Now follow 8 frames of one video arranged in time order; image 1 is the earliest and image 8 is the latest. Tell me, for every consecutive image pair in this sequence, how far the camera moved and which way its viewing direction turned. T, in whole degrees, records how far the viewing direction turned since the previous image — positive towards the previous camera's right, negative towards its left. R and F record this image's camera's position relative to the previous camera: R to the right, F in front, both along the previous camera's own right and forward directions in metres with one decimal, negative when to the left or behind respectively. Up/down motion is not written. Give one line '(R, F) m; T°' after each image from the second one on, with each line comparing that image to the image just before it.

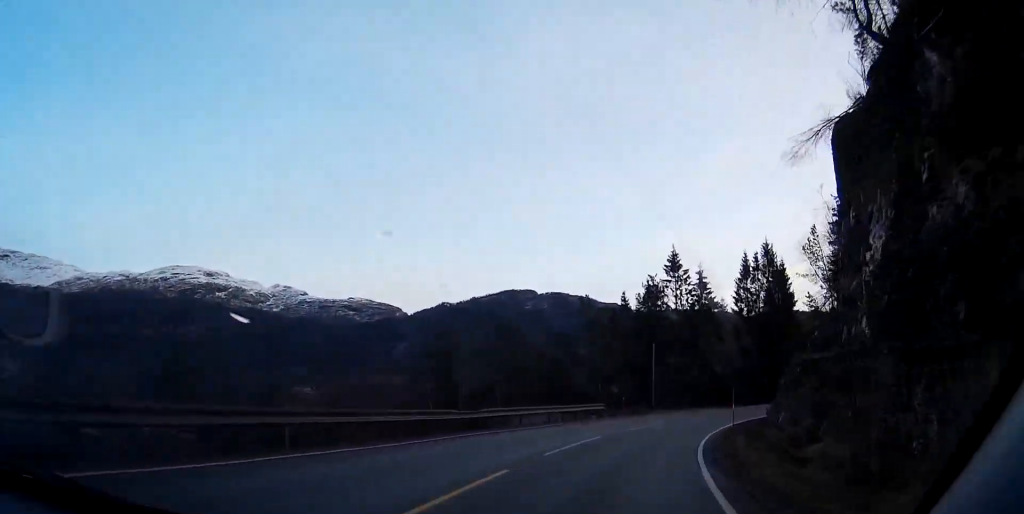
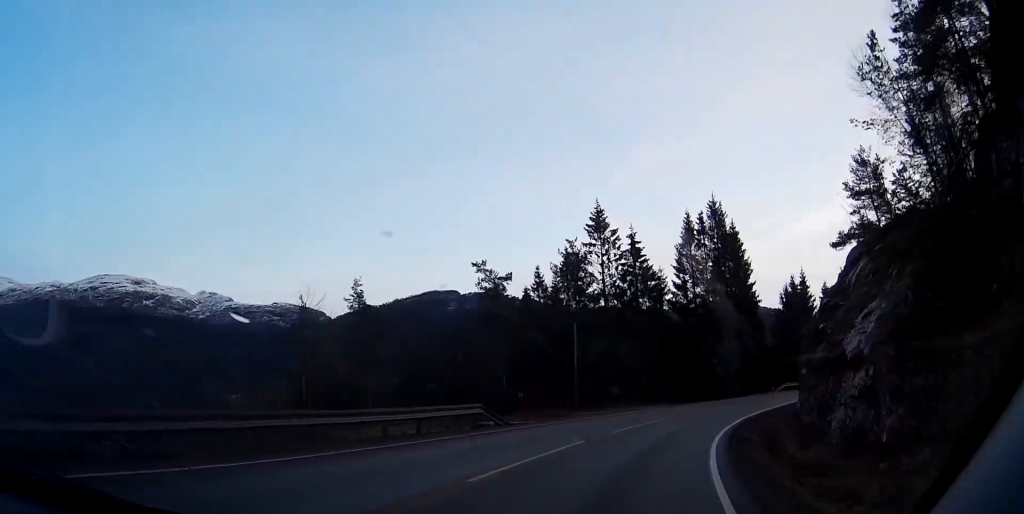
(+0.6, +17.6) m; +6°
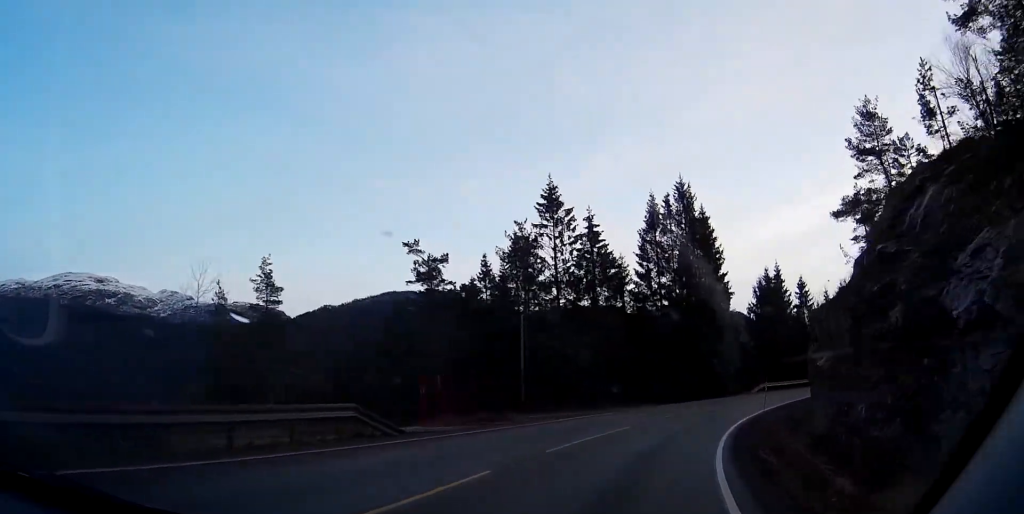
(+0.1, +7.8) m; +3°
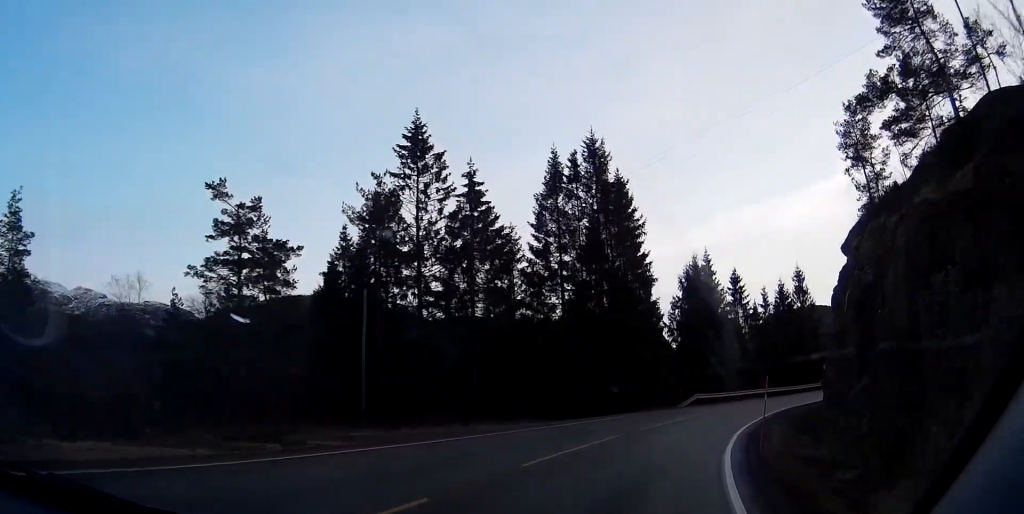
(+0.8, +14.6) m; +7°
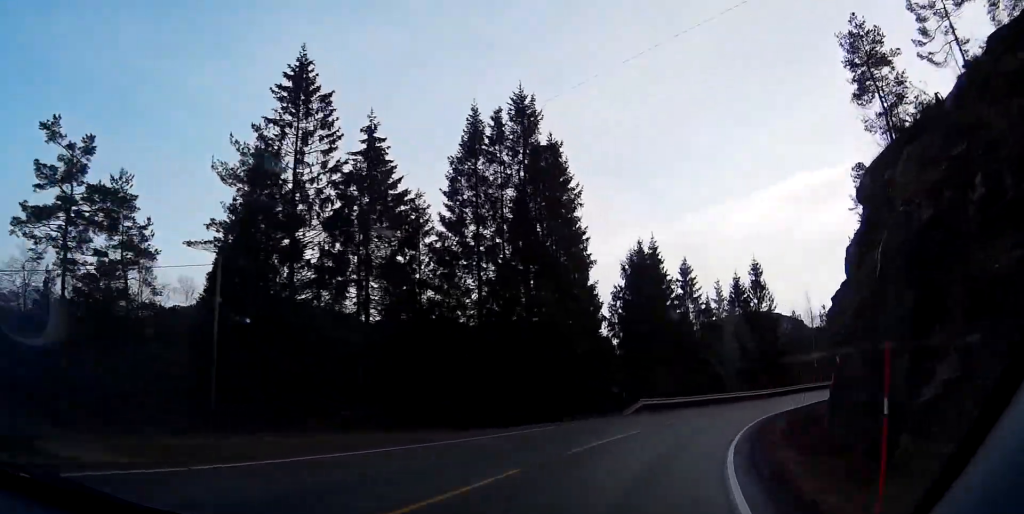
(+0.6, +9.0) m; +5°
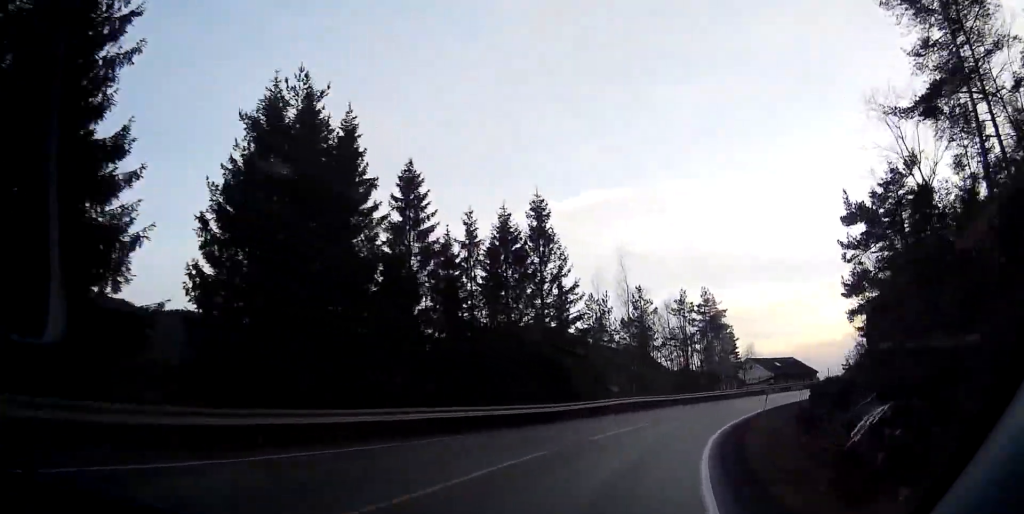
(+5.4, +31.7) m; +19°
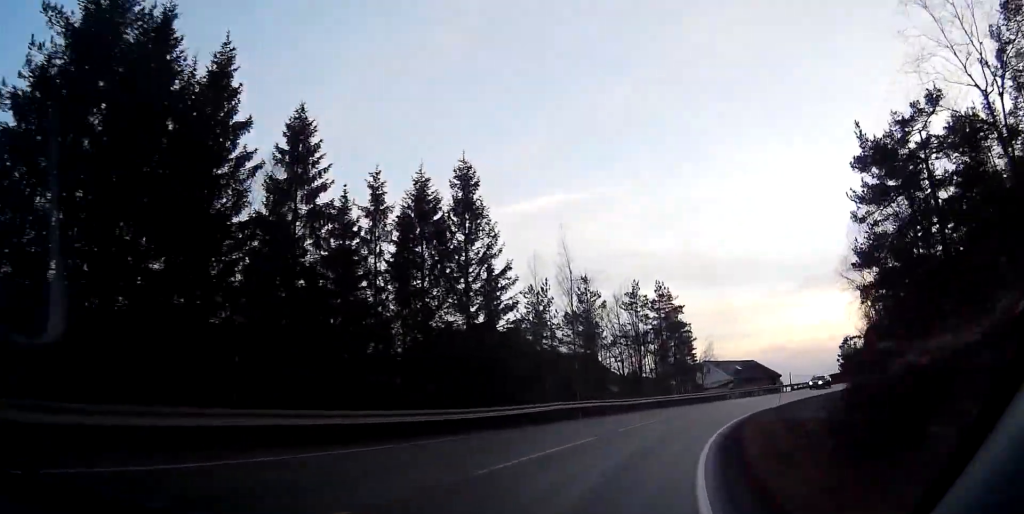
(+0.4, +8.4) m; +4°
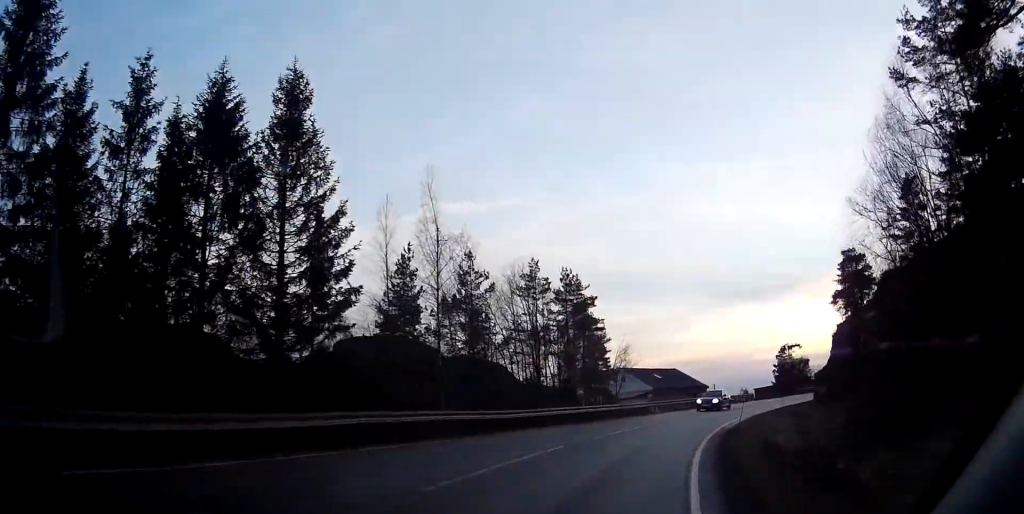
(+0.8, +13.9) m; +6°
